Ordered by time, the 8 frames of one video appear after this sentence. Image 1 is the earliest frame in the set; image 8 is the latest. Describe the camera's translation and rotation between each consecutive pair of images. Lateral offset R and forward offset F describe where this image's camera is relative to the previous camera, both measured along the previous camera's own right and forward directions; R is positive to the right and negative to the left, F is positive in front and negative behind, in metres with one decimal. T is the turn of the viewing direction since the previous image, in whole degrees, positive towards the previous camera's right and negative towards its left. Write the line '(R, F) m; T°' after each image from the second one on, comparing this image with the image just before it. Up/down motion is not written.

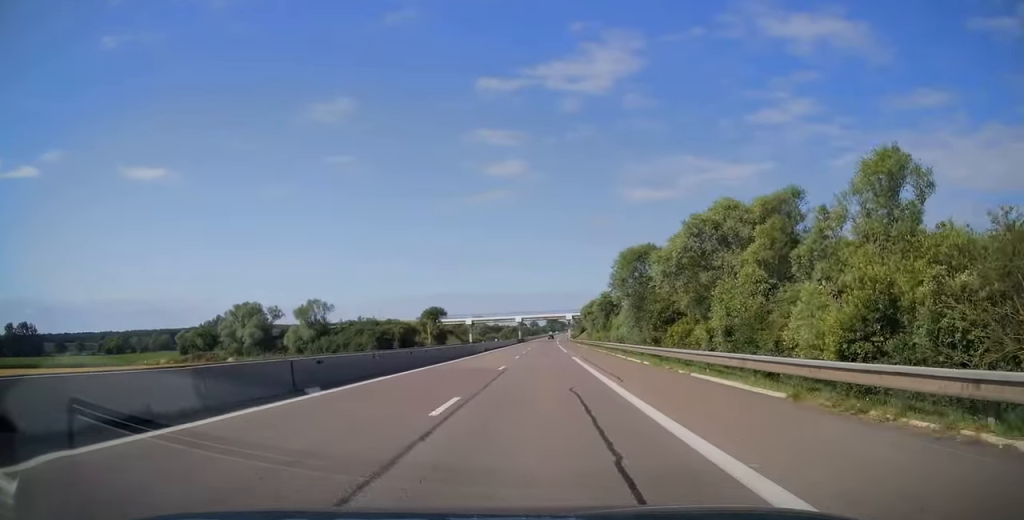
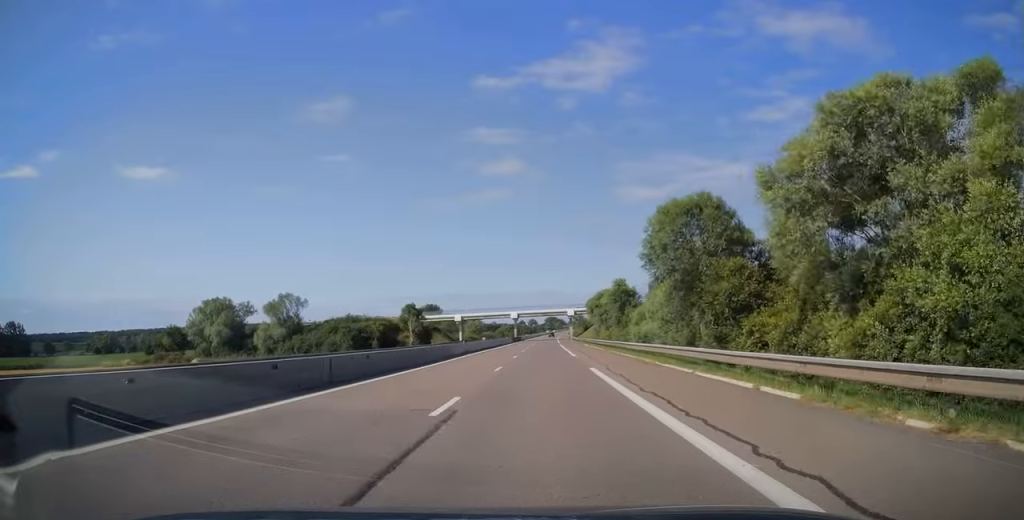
(0.0, +15.2) m; 0°
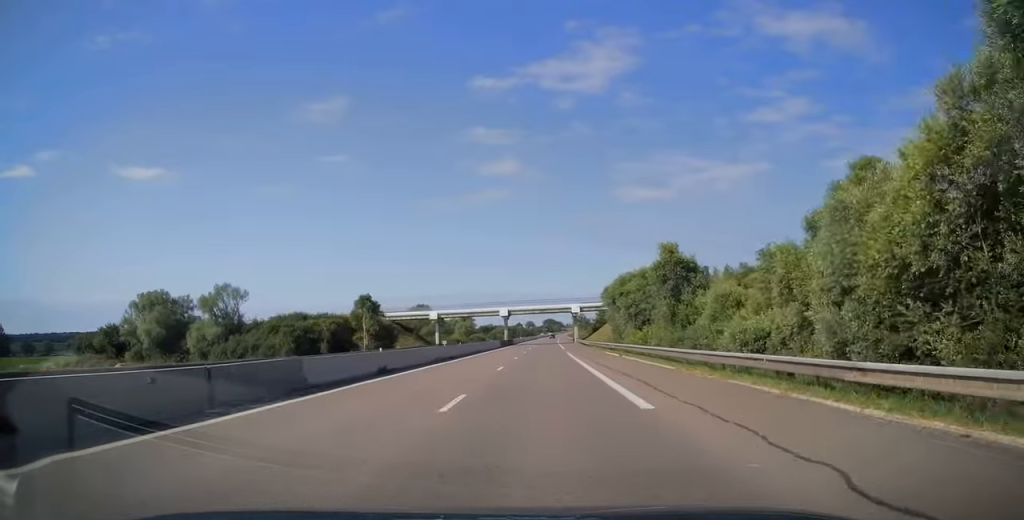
(0.0, +25.5) m; 0°
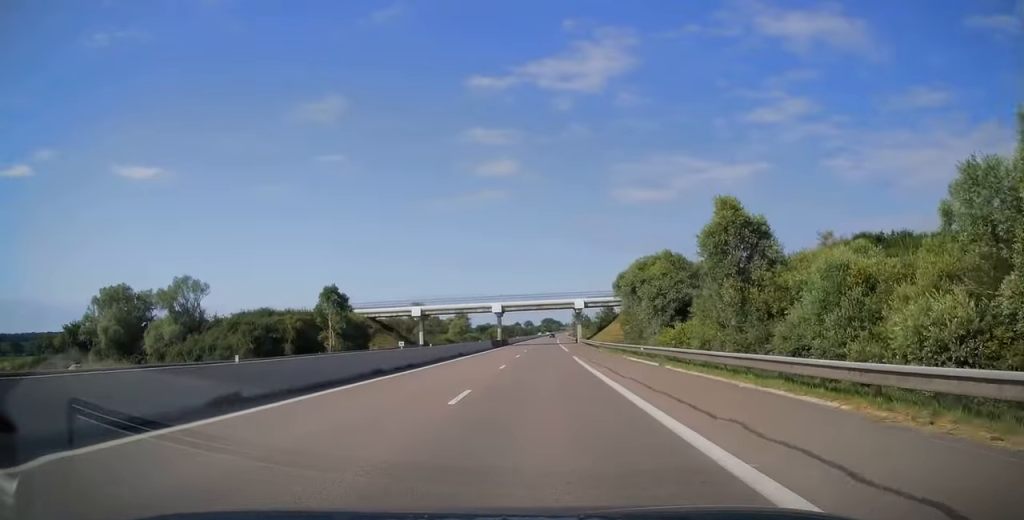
(0.0, +12.2) m; 0°
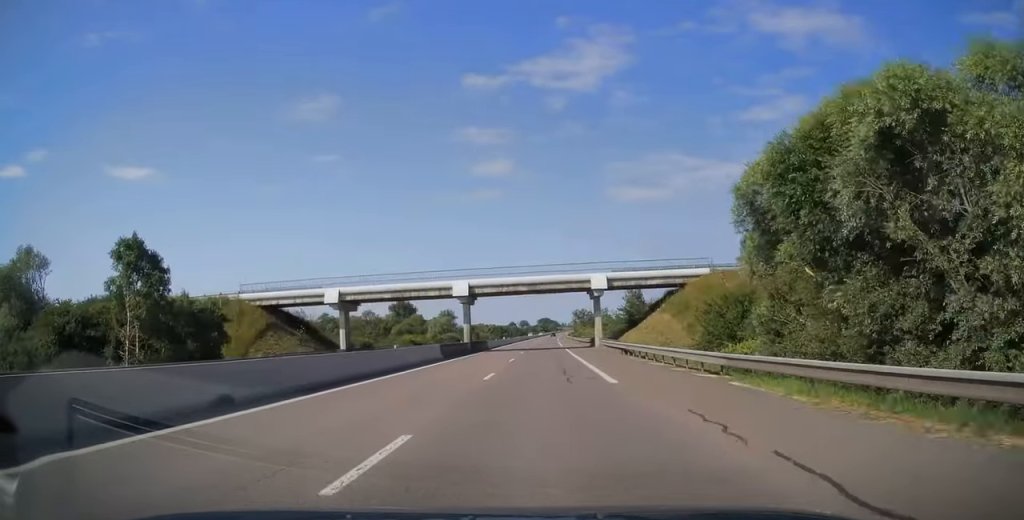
(0.0, +33.7) m; 0°
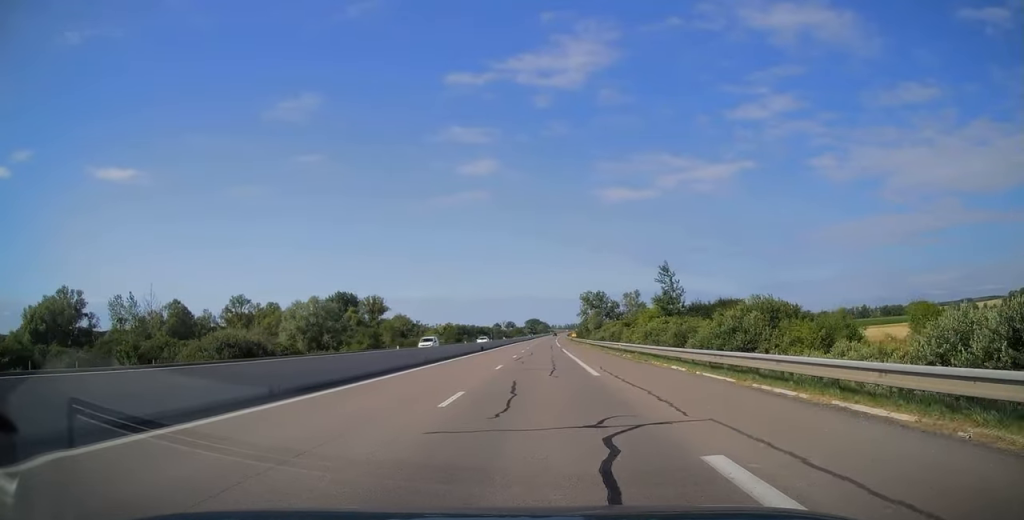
(+1.0, +100.6) m; +1°
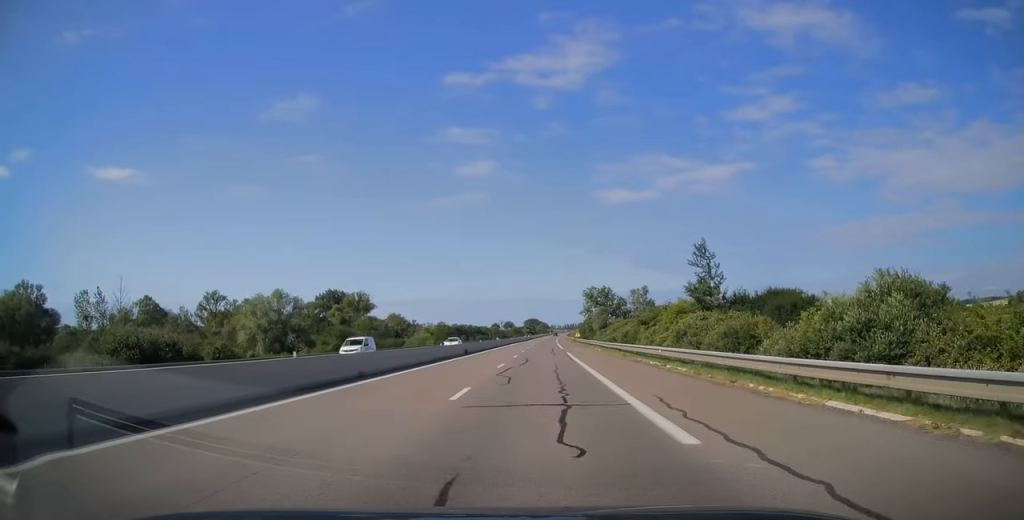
(-0.1, +12.2) m; 0°
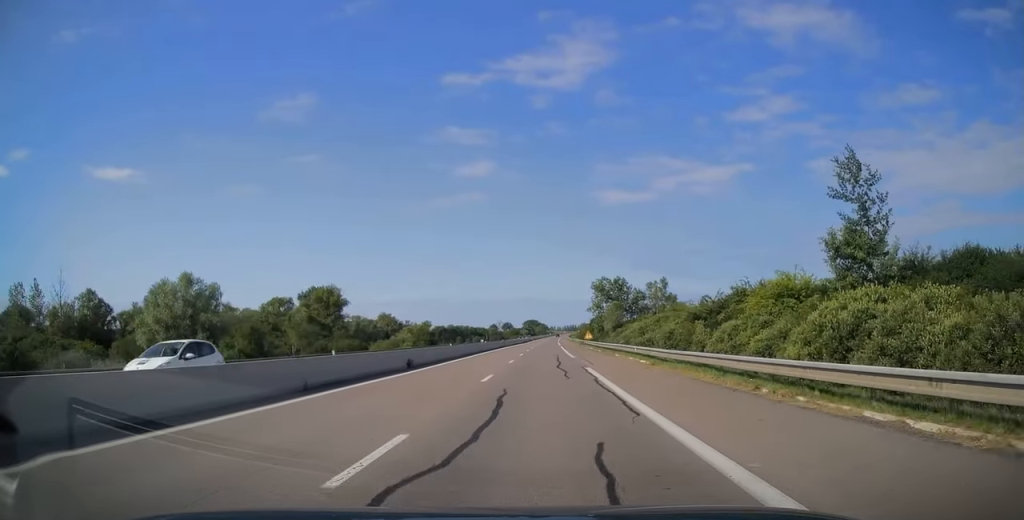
(+0.2, +20.9) m; 0°
